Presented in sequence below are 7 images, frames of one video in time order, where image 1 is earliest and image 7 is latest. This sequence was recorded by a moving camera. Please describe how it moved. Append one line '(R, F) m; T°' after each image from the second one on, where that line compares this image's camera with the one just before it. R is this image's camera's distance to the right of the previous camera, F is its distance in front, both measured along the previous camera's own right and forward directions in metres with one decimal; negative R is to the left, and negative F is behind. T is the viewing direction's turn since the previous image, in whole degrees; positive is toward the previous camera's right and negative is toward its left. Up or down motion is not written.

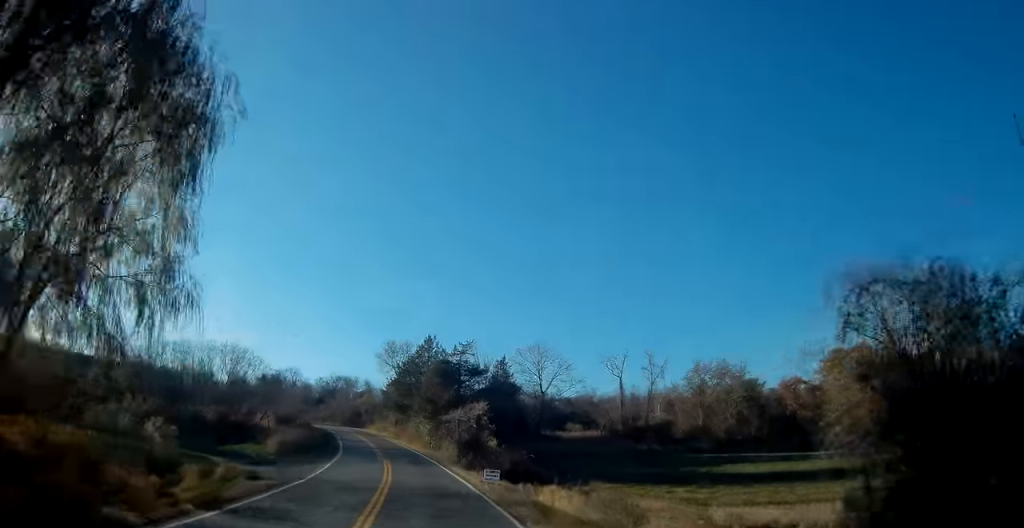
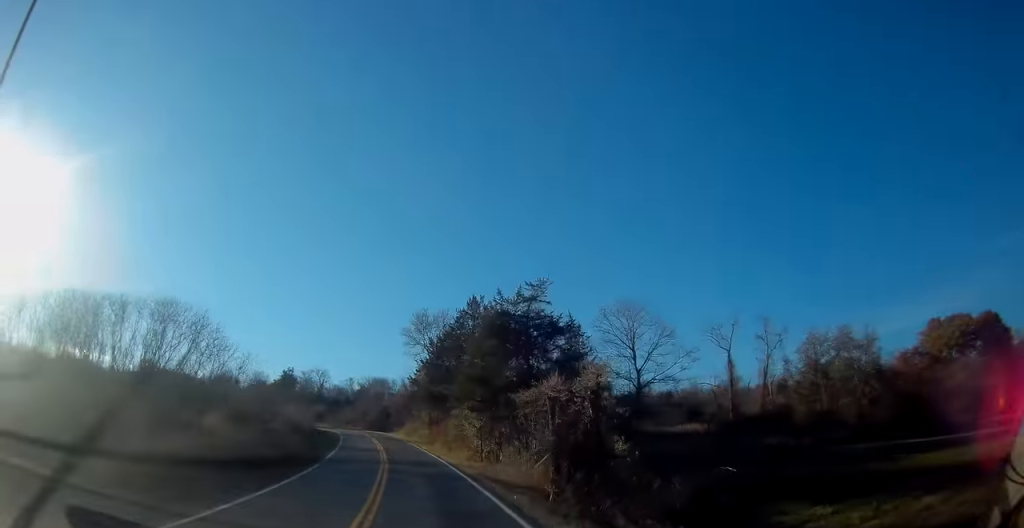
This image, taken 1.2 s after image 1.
(-0.8, +24.1) m; -3°
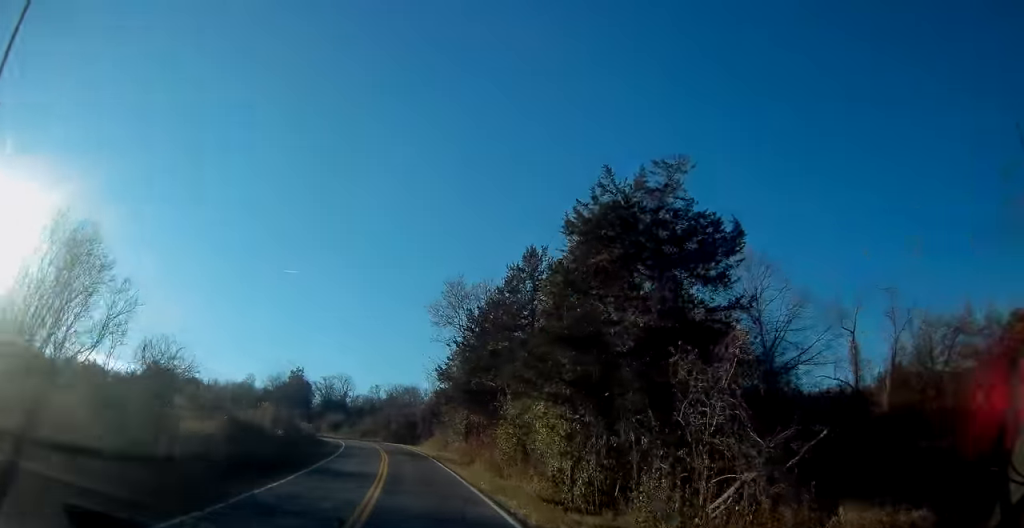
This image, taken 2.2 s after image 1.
(-0.3, +18.2) m; -4°
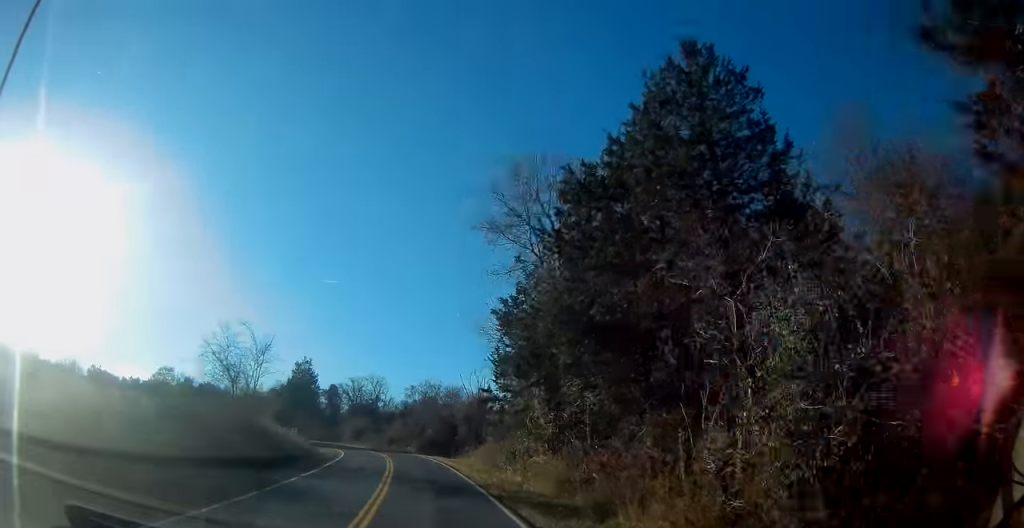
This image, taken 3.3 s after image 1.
(-1.1, +22.5) m; -4°
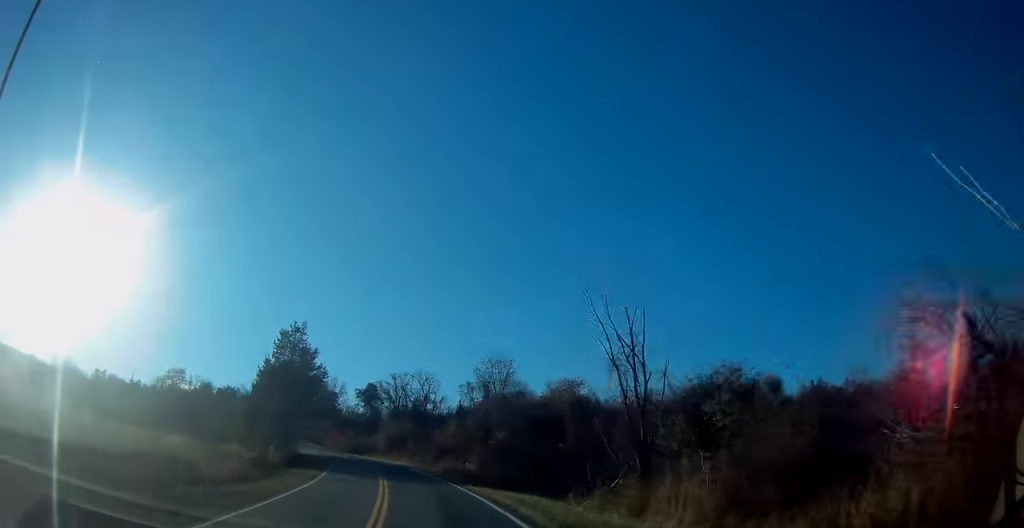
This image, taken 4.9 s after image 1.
(-1.1, +30.4) m; -6°
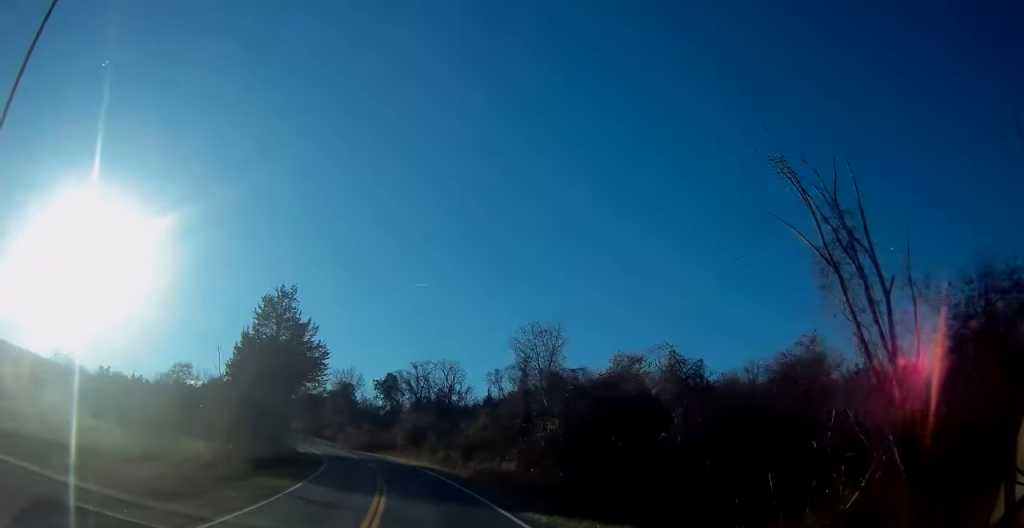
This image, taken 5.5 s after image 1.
(-0.4, +11.4) m; -3°
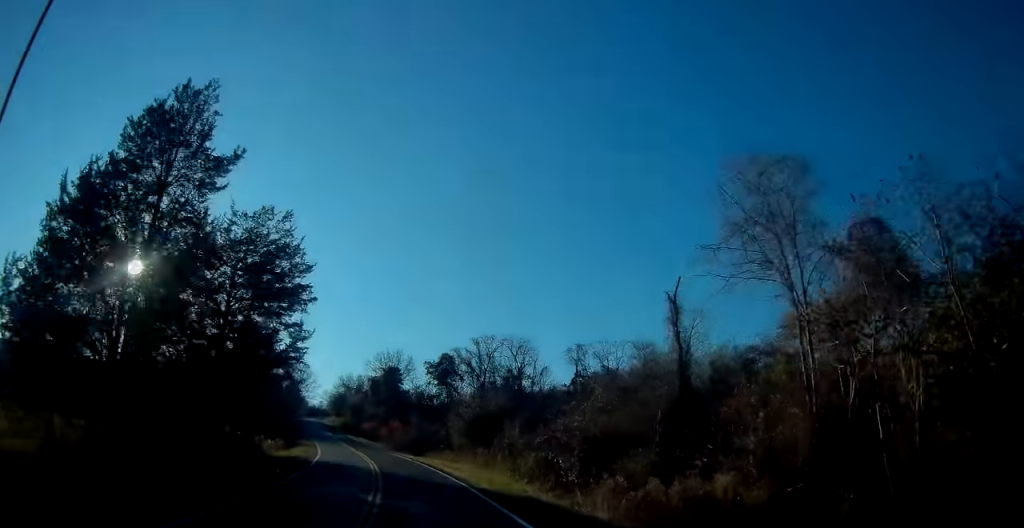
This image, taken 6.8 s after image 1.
(-1.5, +24.4) m; -7°
